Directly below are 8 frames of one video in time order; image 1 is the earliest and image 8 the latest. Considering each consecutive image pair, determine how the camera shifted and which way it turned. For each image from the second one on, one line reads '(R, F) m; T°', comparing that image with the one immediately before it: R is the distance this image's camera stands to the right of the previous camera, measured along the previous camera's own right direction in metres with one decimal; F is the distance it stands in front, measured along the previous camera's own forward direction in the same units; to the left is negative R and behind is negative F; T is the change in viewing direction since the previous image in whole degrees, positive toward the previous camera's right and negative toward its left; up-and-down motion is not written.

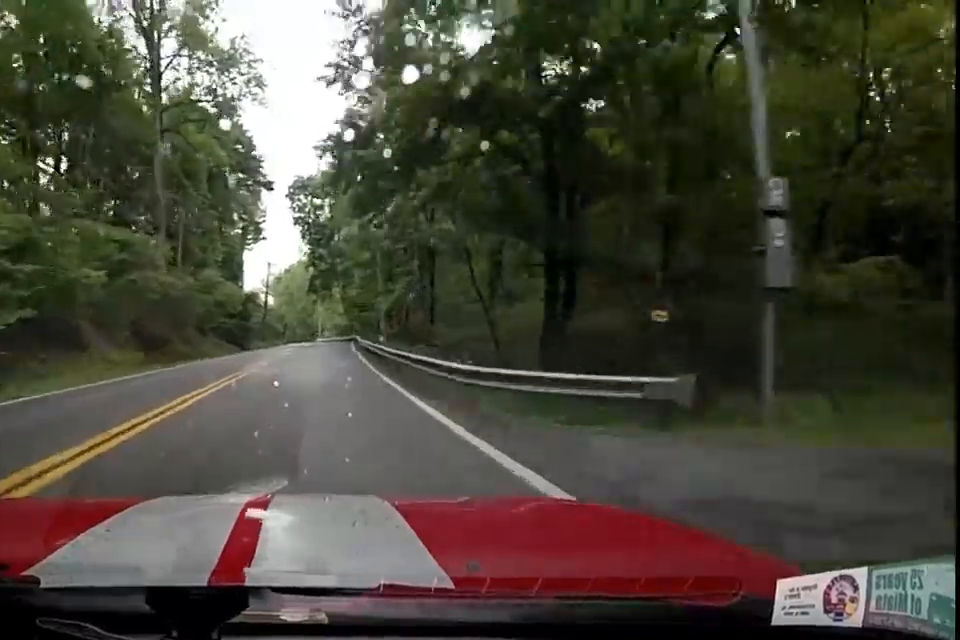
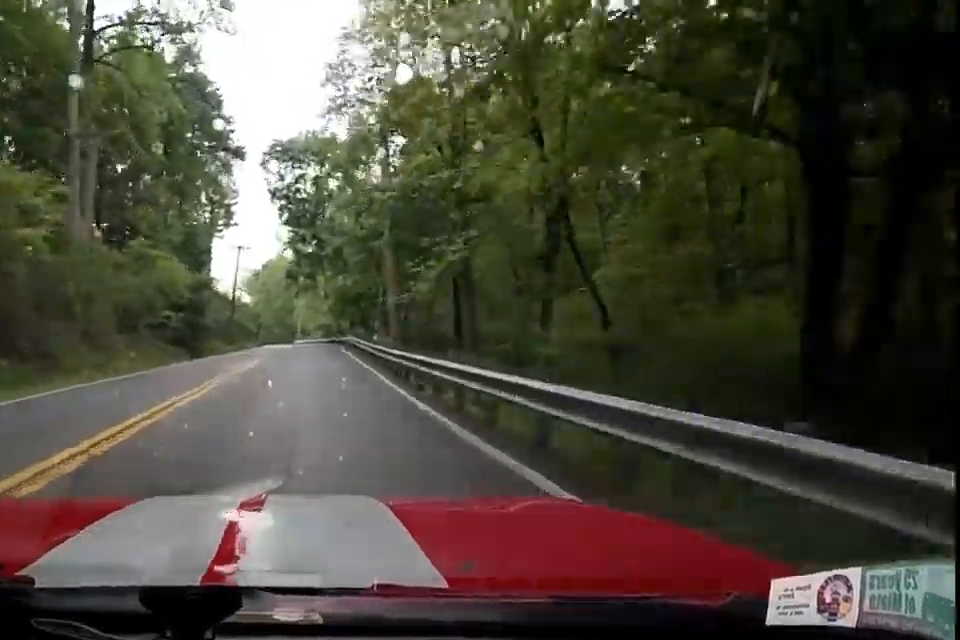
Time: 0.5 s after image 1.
(-0.2, +13.4) m; -1°
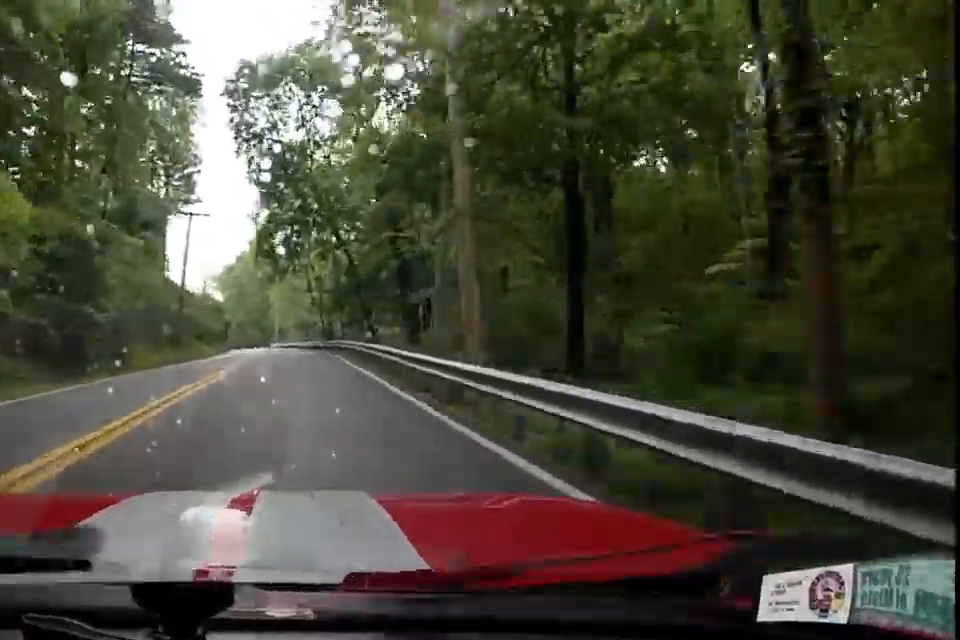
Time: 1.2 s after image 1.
(-0.6, +16.8) m; -1°
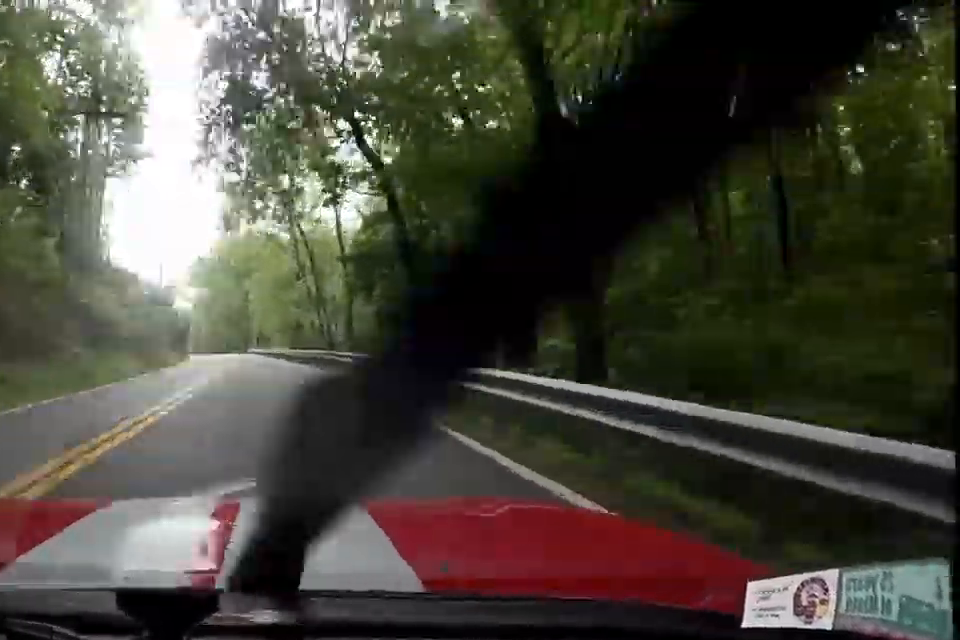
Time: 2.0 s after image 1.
(+0.3, +19.5) m; -2°
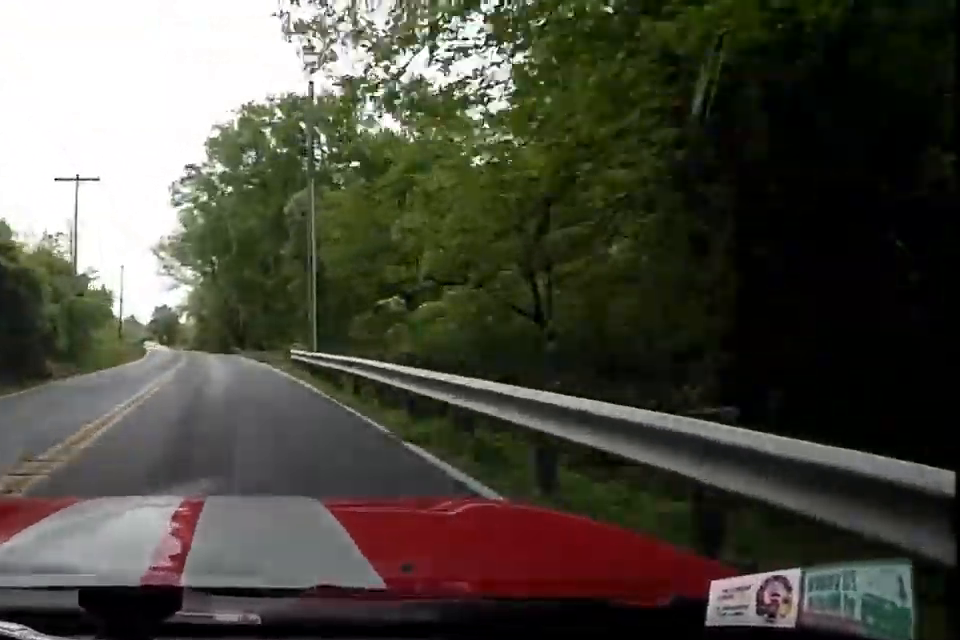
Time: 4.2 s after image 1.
(-5.4, +56.9) m; -10°
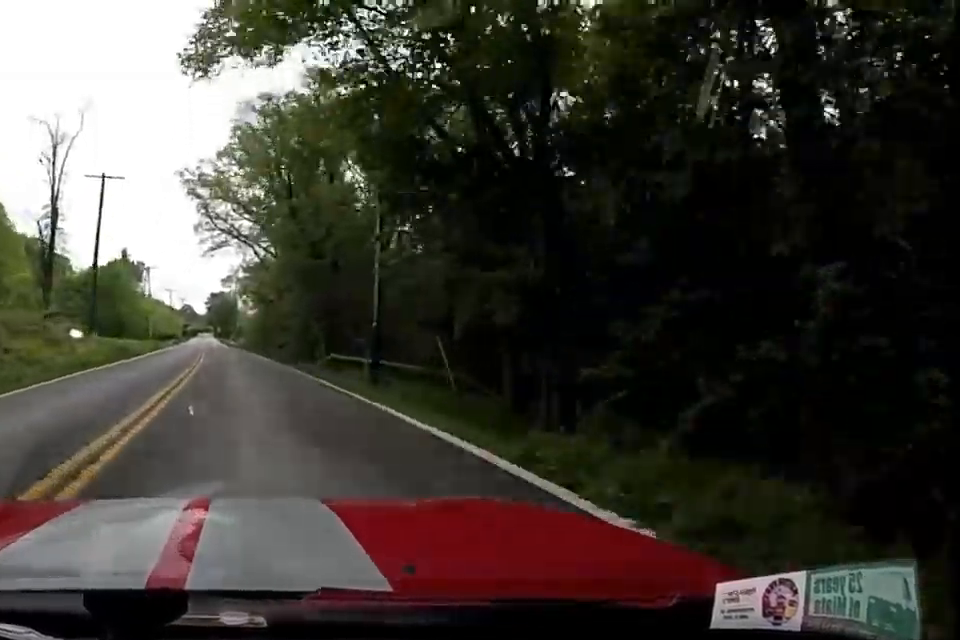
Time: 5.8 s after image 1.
(-0.3, +41.1) m; +2°
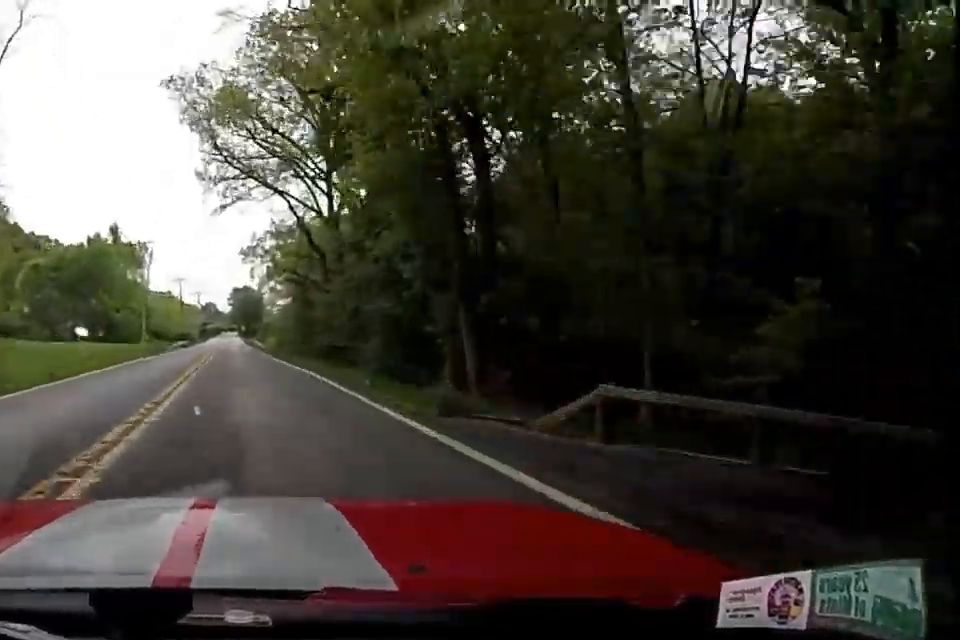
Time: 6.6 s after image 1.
(+0.6, +22.4) m; +2°
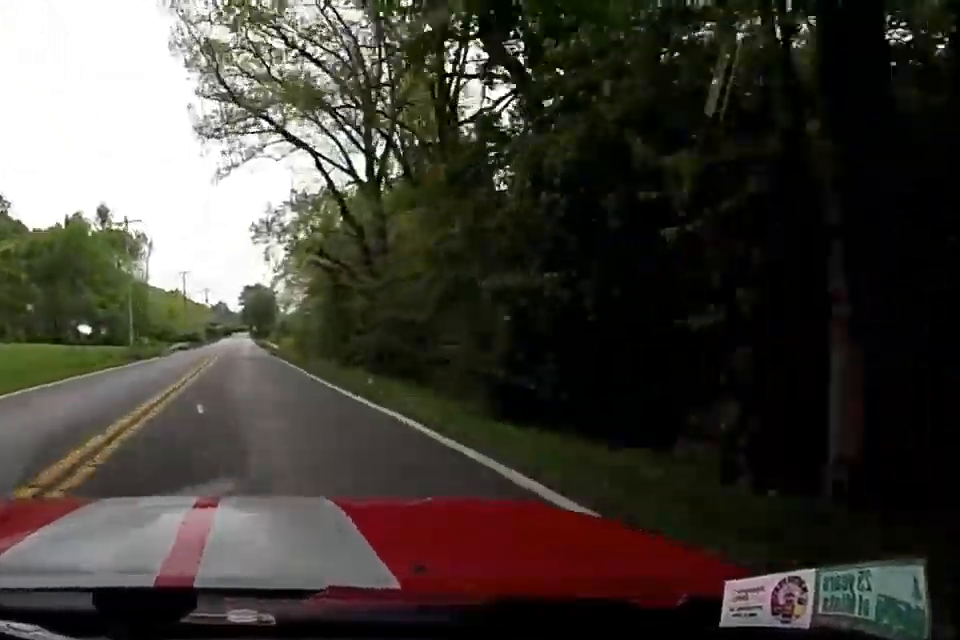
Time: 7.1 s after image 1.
(+0.3, +11.0) m; 0°
